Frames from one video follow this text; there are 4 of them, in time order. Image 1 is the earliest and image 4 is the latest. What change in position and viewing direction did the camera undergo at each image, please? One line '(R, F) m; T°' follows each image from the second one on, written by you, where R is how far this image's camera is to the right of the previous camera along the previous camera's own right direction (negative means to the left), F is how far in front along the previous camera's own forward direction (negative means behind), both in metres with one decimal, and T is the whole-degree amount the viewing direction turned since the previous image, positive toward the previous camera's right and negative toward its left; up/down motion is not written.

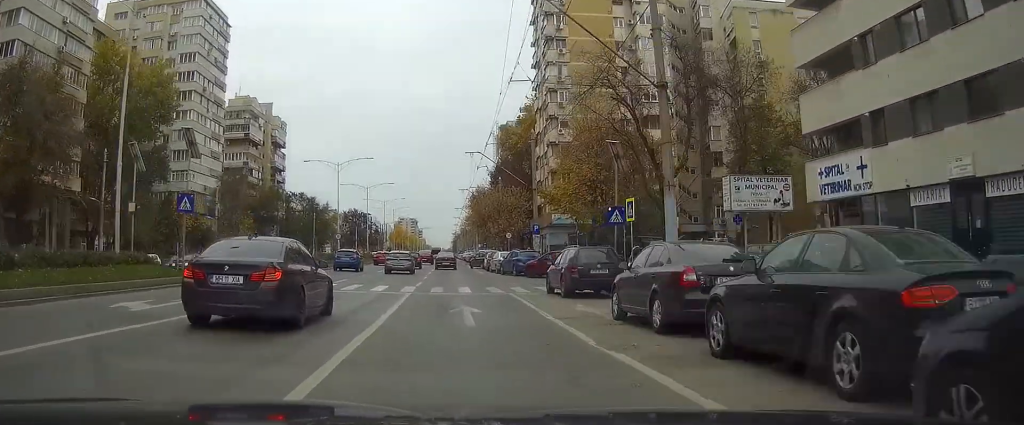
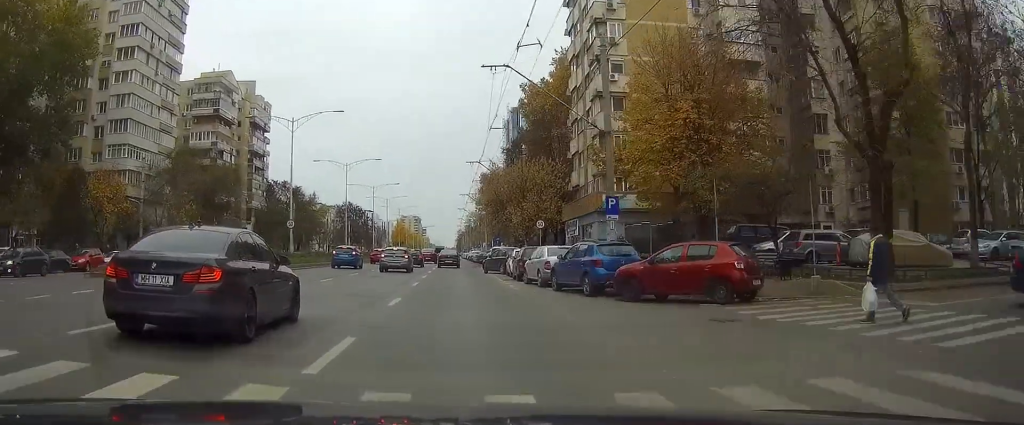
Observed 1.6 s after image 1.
(-0.3, +22.2) m; -1°
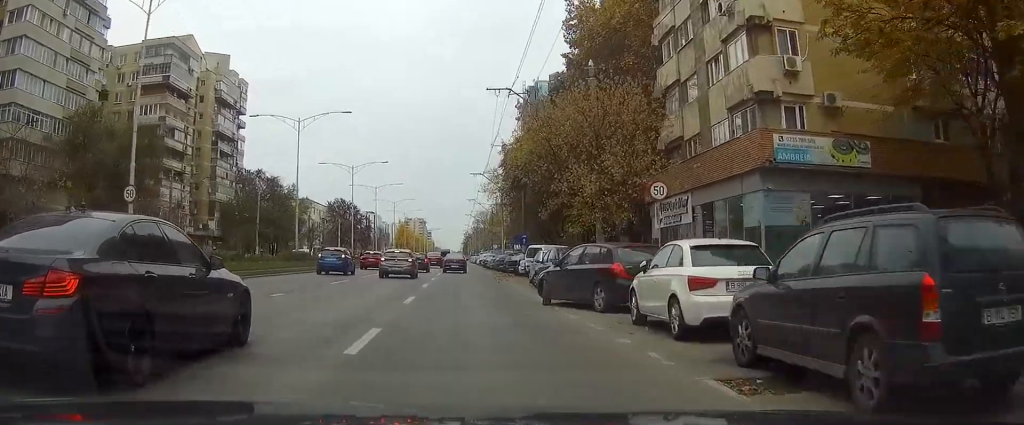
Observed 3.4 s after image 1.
(-0.1, +25.8) m; 0°
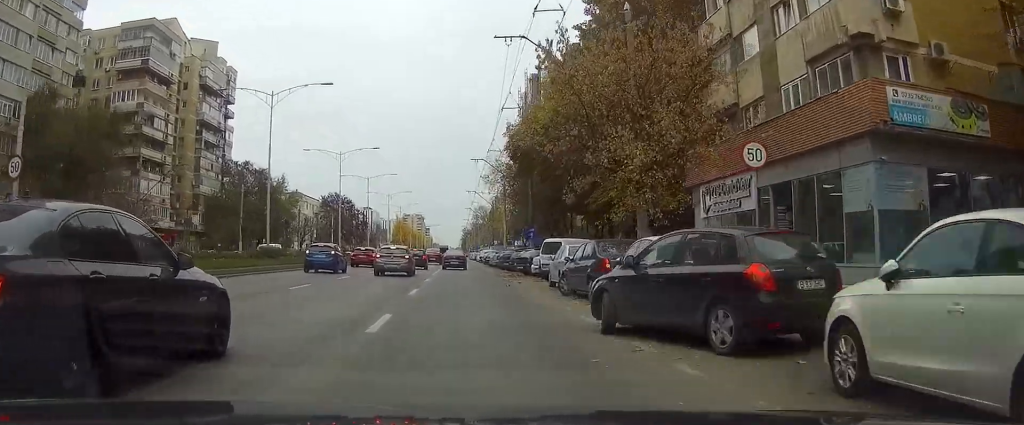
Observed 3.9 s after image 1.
(0.0, +7.0) m; 0°
